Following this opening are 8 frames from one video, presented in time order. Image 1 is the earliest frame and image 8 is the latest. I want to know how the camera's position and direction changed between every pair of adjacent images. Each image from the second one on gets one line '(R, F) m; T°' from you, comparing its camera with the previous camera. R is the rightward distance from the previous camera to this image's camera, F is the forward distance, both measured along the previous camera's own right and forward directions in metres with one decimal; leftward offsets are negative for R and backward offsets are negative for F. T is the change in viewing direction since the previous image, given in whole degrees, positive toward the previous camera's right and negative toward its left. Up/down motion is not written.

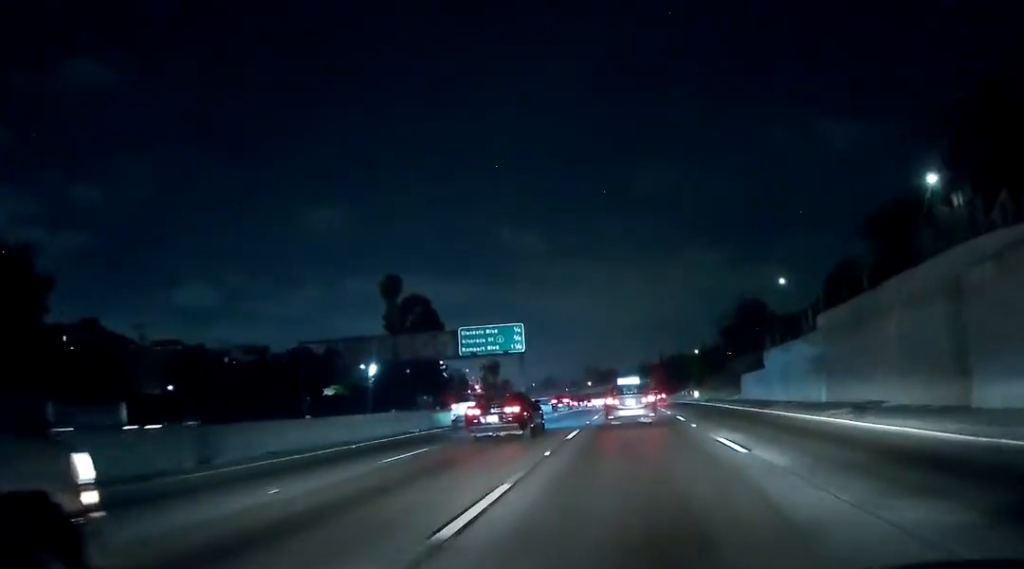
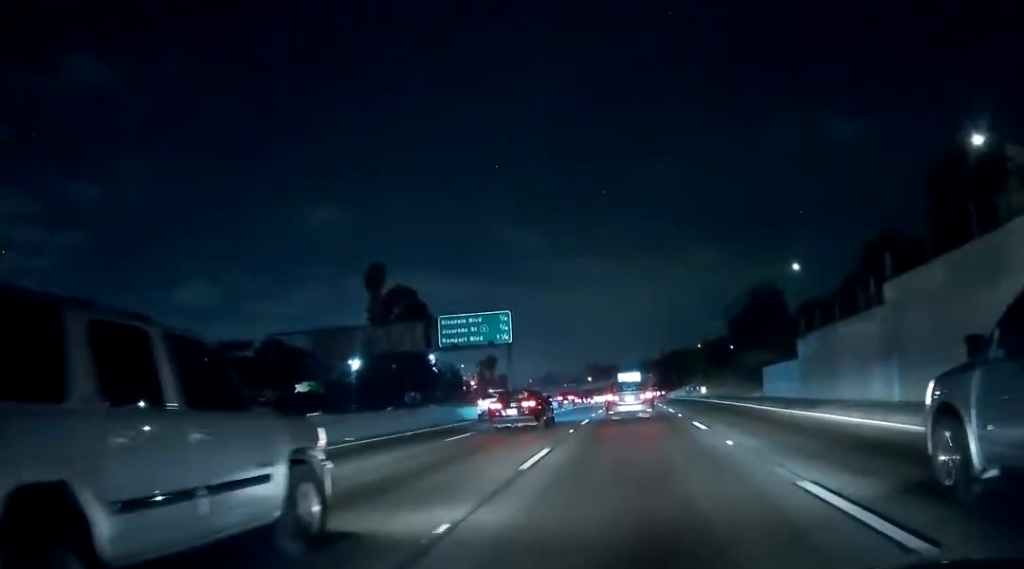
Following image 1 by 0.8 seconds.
(-0.2, +8.3) m; -1°
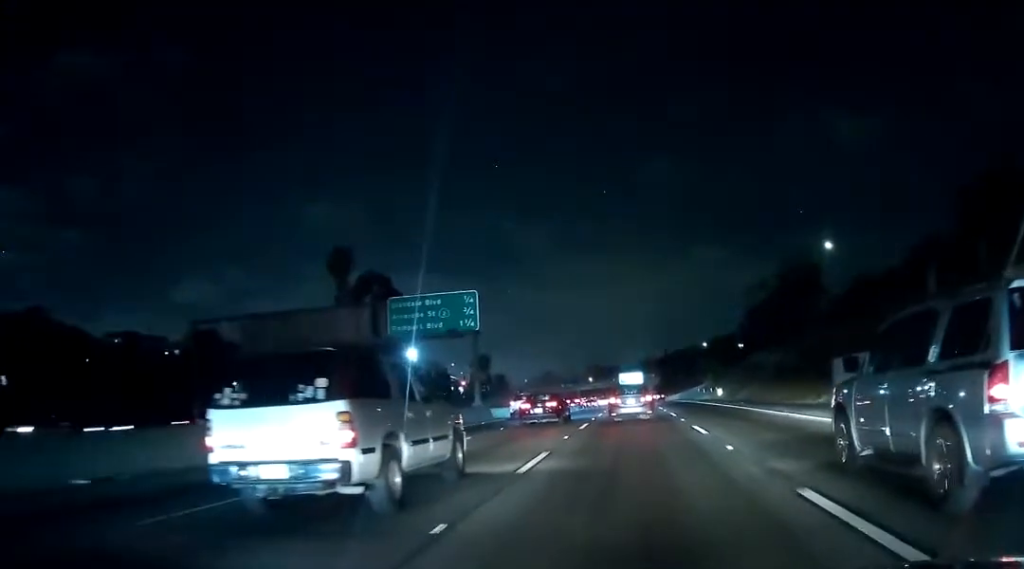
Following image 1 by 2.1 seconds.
(0.0, +15.7) m; +1°
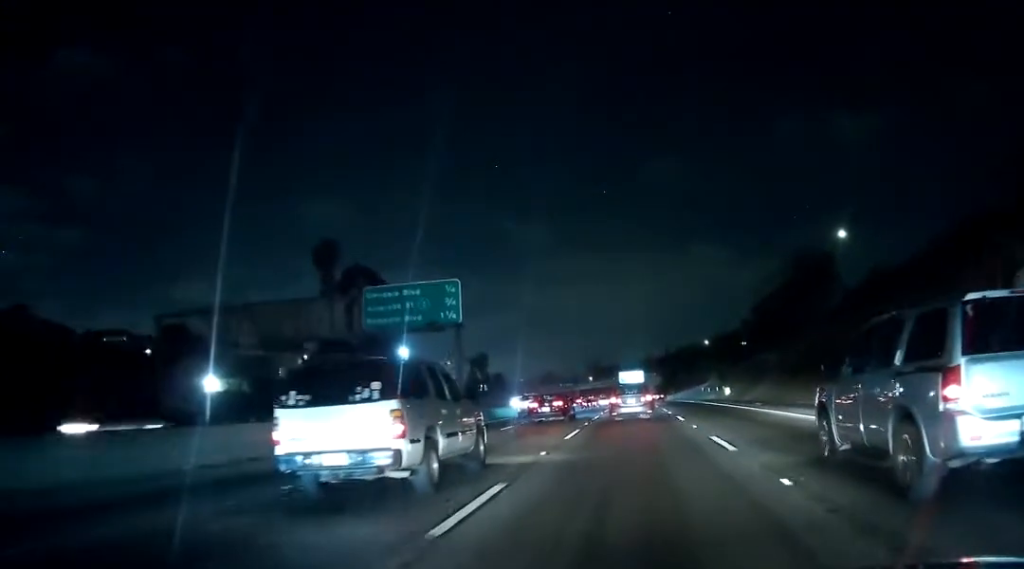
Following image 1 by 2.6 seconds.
(+0.1, +5.3) m; 0°
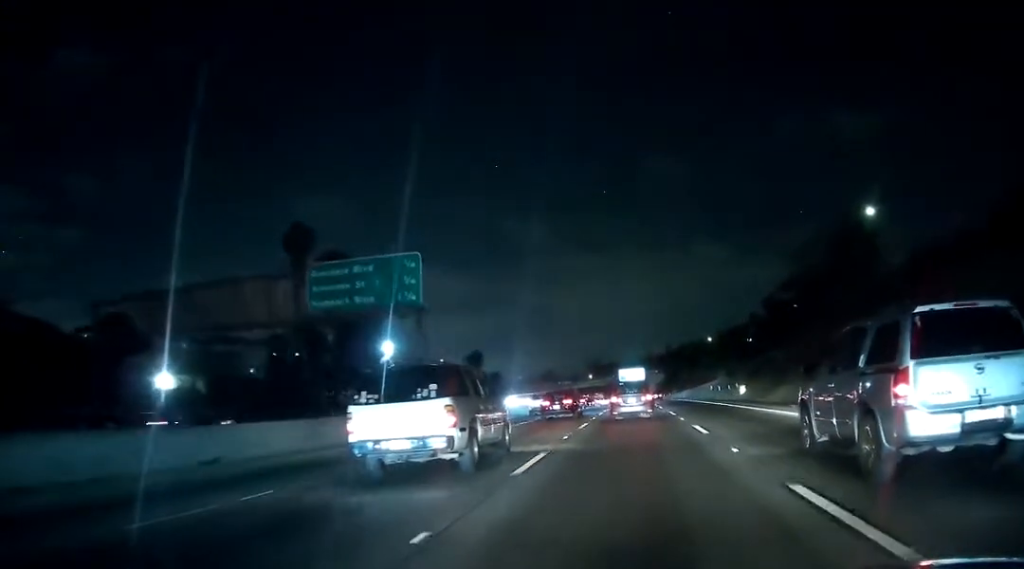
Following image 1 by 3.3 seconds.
(+0.1, +9.1) m; 0°
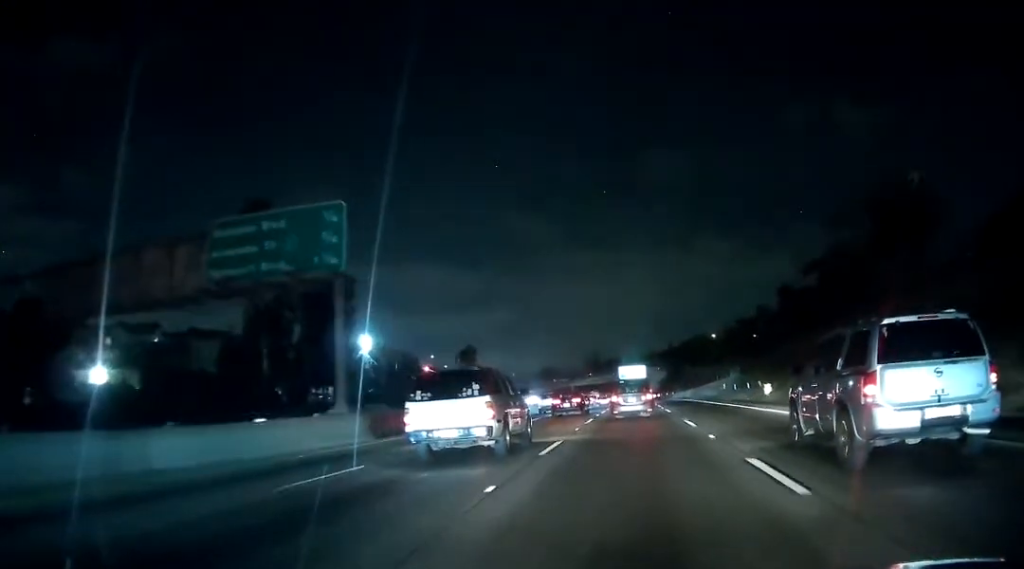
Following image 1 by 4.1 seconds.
(0.0, +11.1) m; 0°
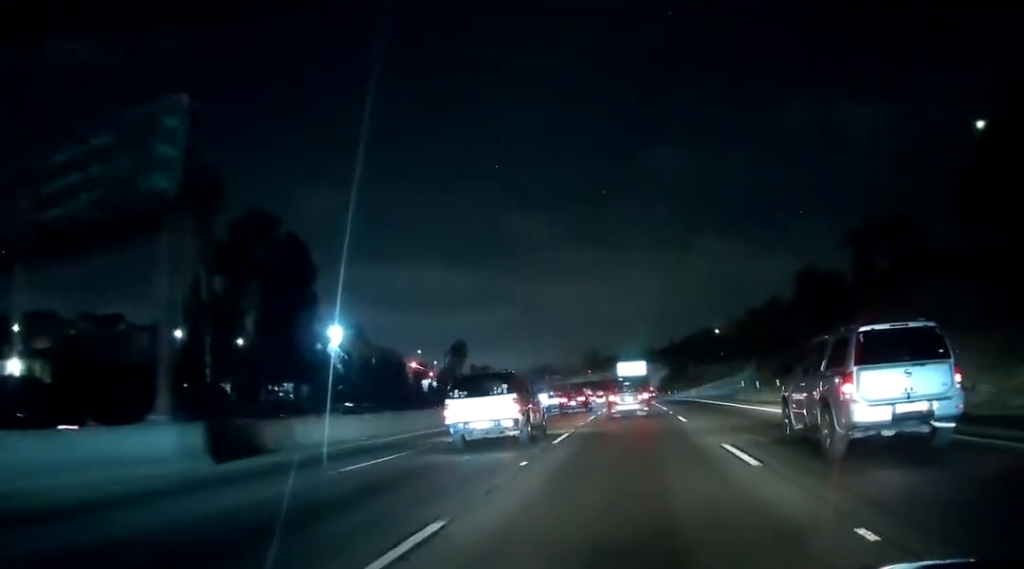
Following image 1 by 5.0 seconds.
(0.0, +11.6) m; -2°
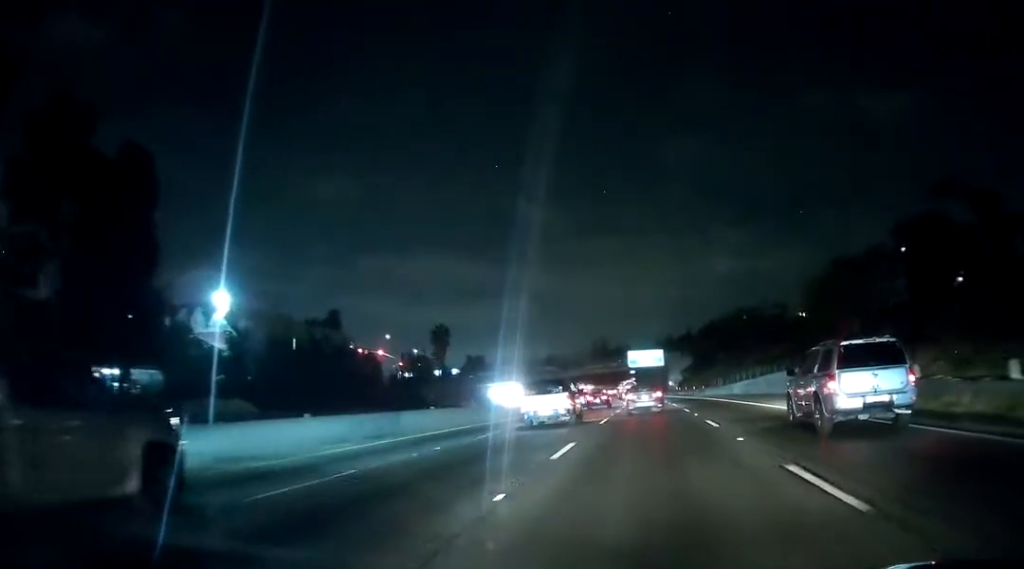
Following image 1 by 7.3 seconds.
(+0.2, +34.4) m; 0°
